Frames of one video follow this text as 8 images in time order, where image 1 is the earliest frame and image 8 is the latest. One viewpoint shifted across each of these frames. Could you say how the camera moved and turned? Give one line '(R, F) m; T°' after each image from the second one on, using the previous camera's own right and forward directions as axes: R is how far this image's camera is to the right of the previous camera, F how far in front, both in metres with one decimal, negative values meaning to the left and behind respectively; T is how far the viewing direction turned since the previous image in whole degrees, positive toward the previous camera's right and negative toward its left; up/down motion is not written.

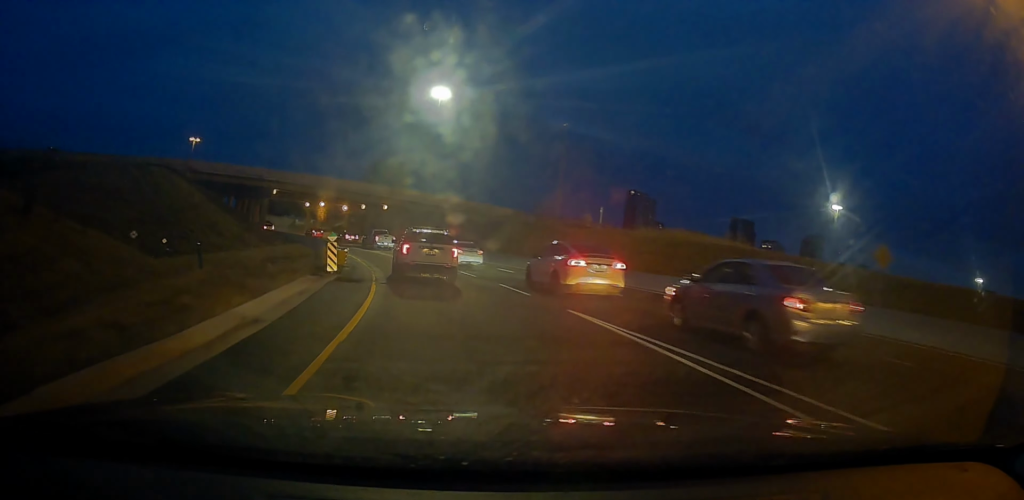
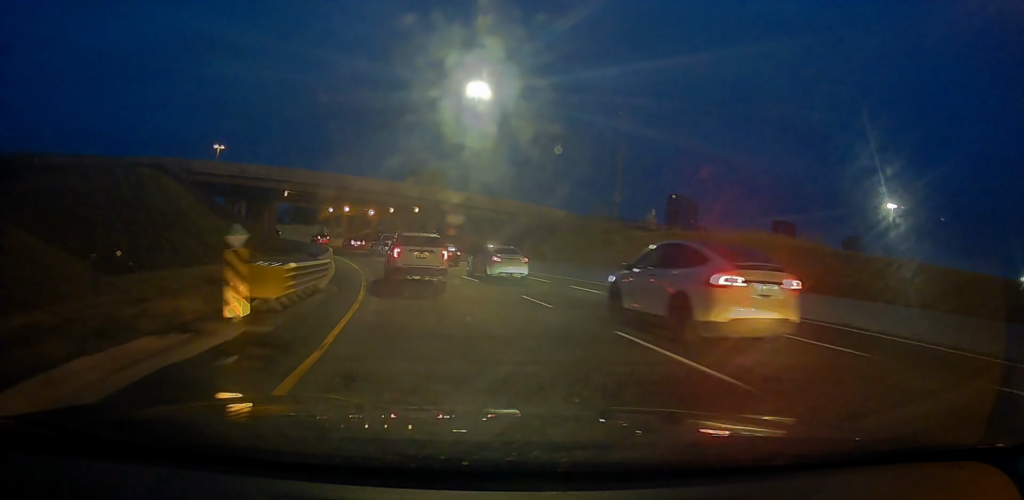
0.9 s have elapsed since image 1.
(-0.7, +11.1) m; -6°
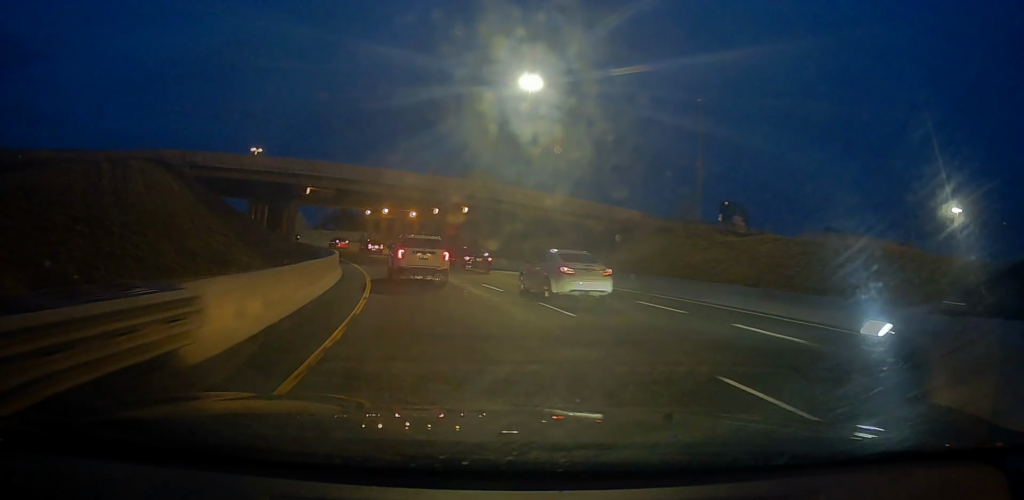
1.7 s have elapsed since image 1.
(-0.6, +10.7) m; -5°
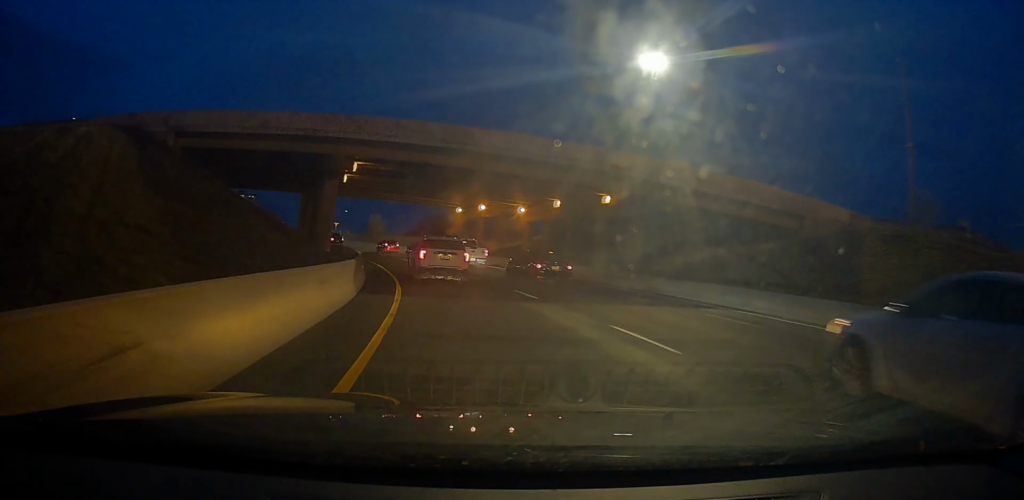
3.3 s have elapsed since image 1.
(-0.6, +19.5) m; -6°
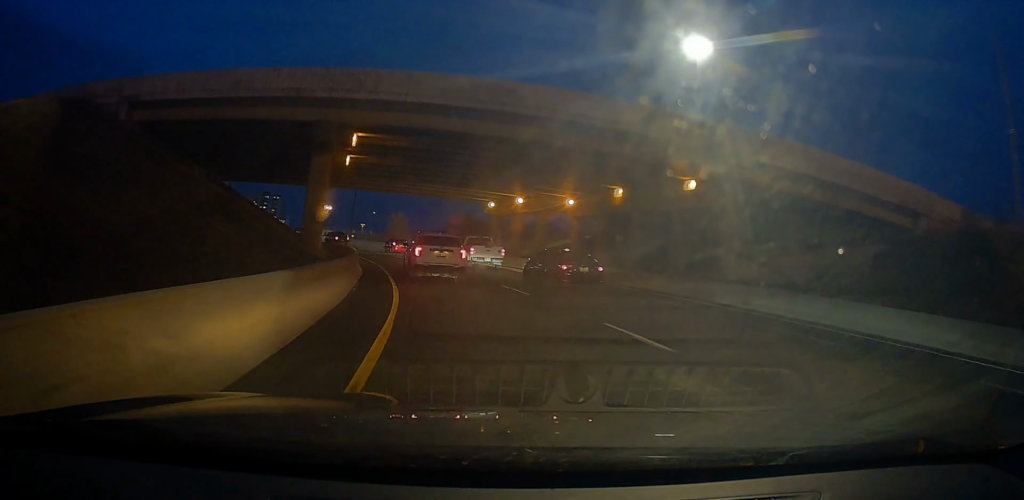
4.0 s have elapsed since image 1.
(-0.6, +8.7) m; -5°
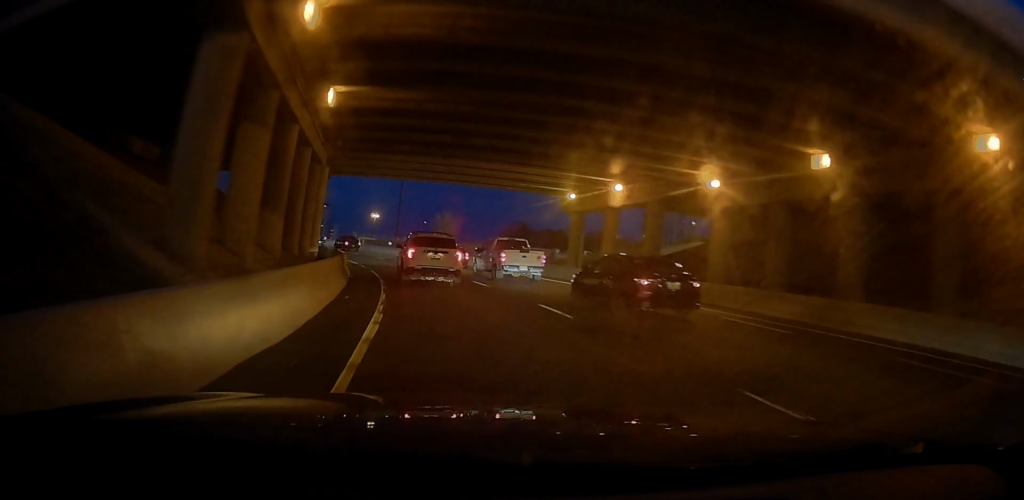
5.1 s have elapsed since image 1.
(-0.9, +15.0) m; -5°
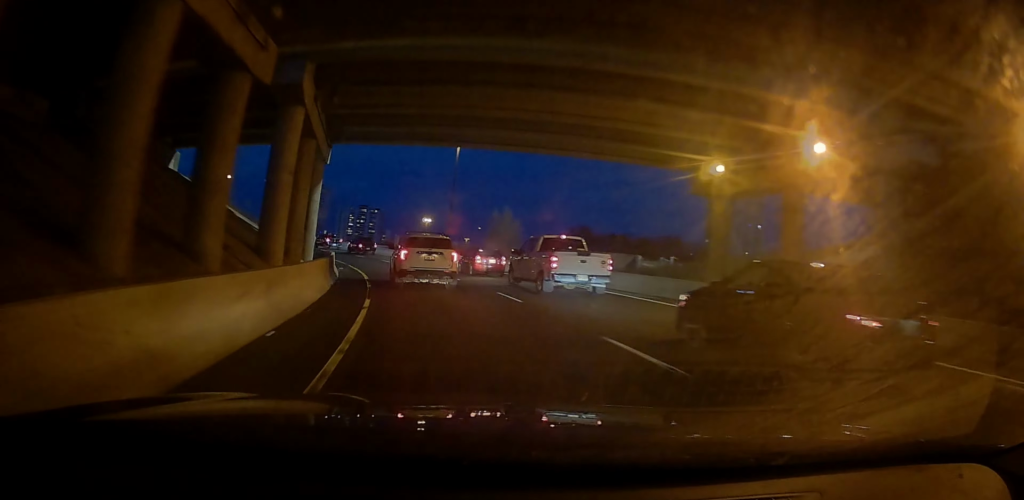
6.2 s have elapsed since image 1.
(-0.2, +14.6) m; -4°
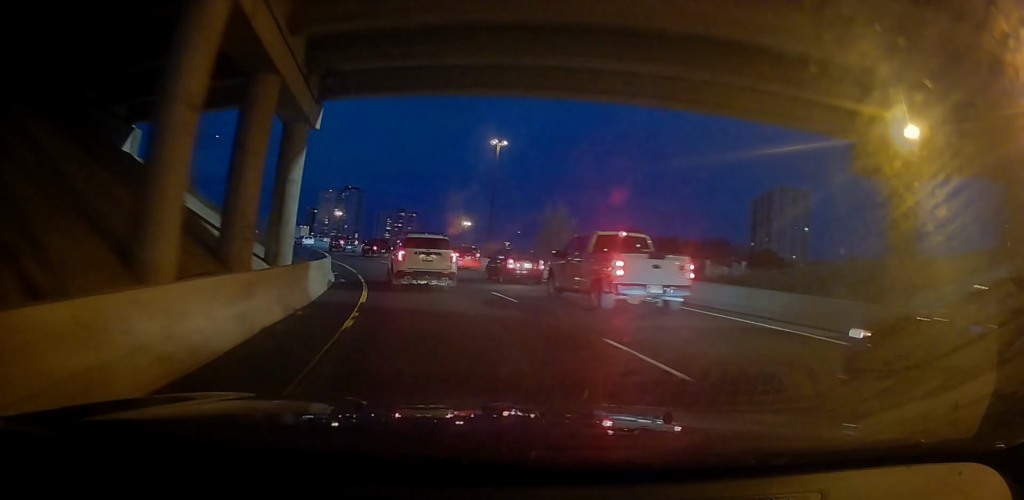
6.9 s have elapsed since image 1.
(-0.5, +9.1) m; -7°
